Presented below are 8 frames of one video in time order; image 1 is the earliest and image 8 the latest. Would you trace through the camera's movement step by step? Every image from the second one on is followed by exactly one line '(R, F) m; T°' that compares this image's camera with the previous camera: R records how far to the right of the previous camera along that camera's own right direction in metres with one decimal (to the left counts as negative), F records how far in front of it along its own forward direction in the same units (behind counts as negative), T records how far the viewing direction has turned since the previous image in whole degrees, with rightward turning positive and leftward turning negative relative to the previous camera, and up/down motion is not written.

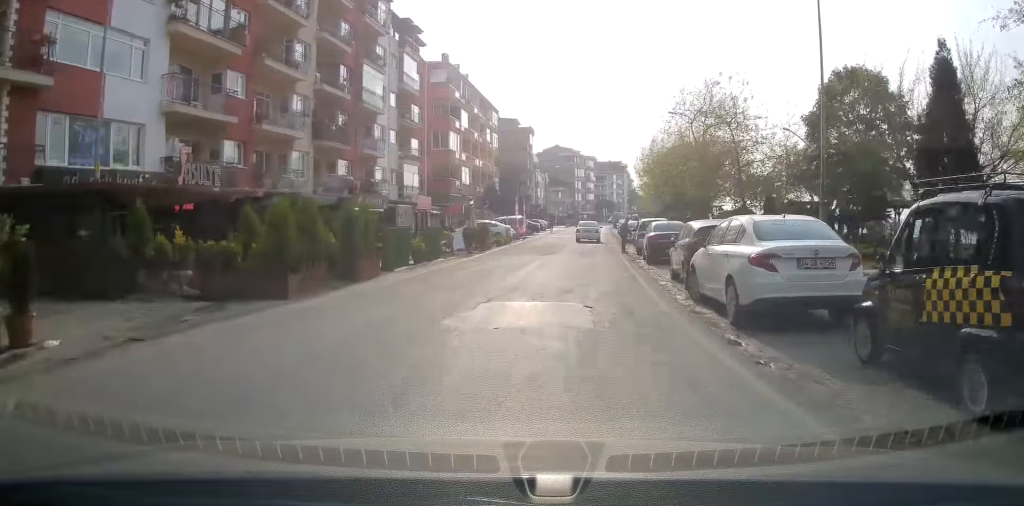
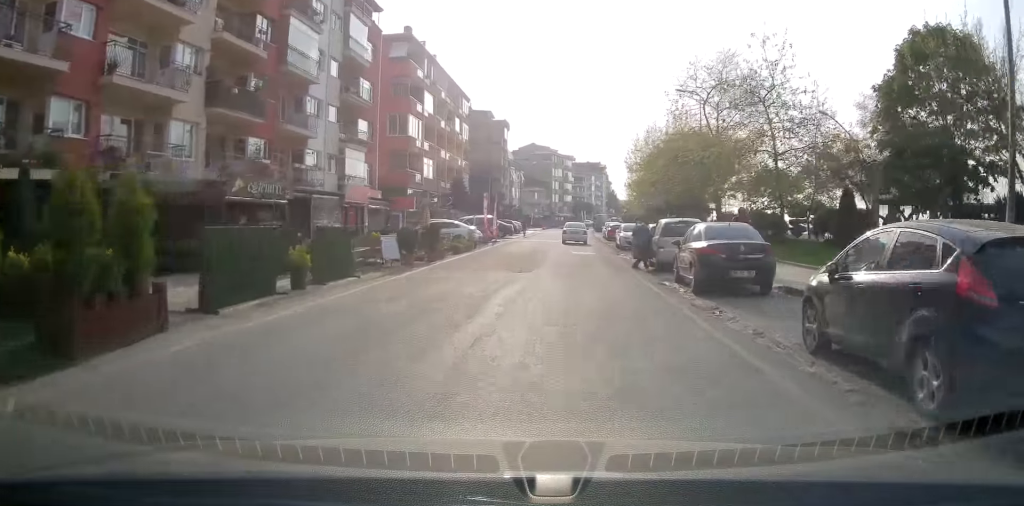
(+0.1, +8.6) m; +1°
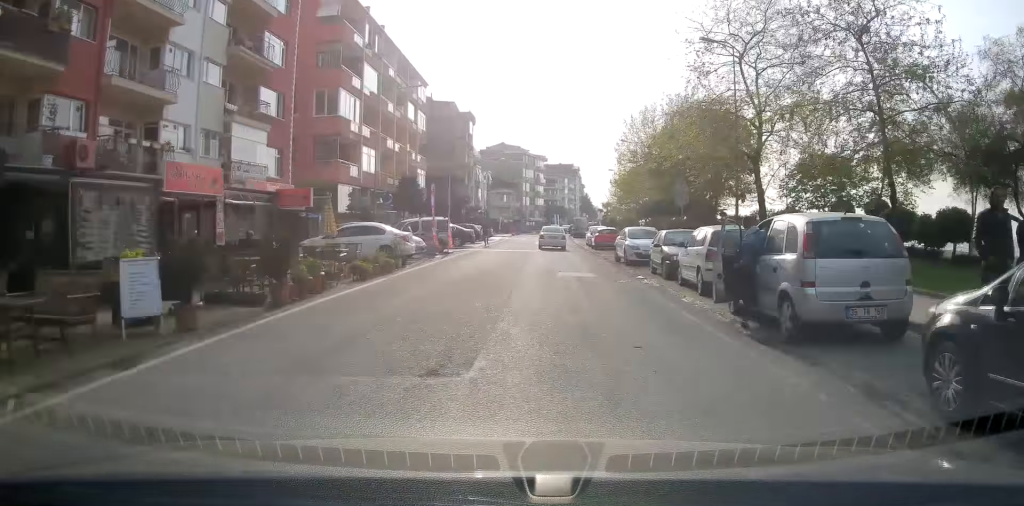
(+0.1, +10.7) m; 0°
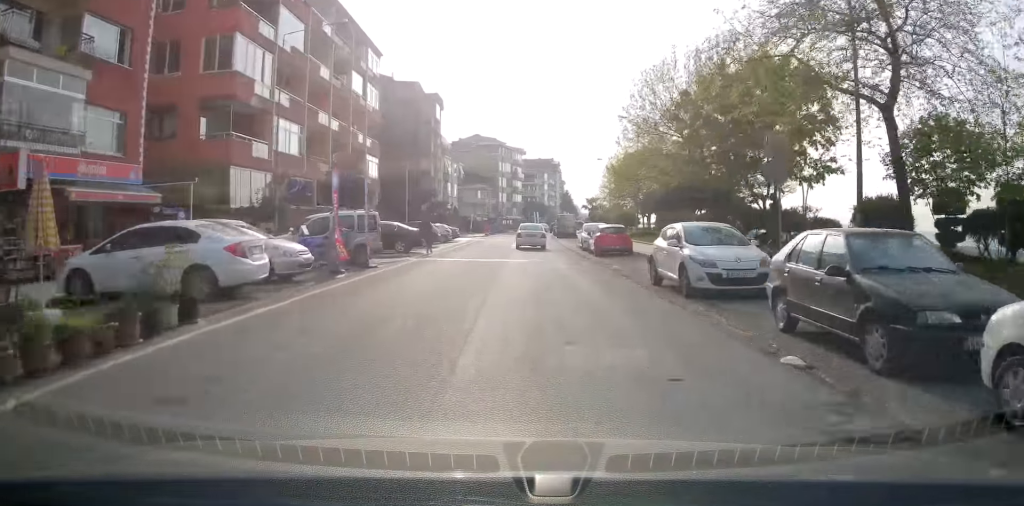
(0.0, +11.2) m; 0°
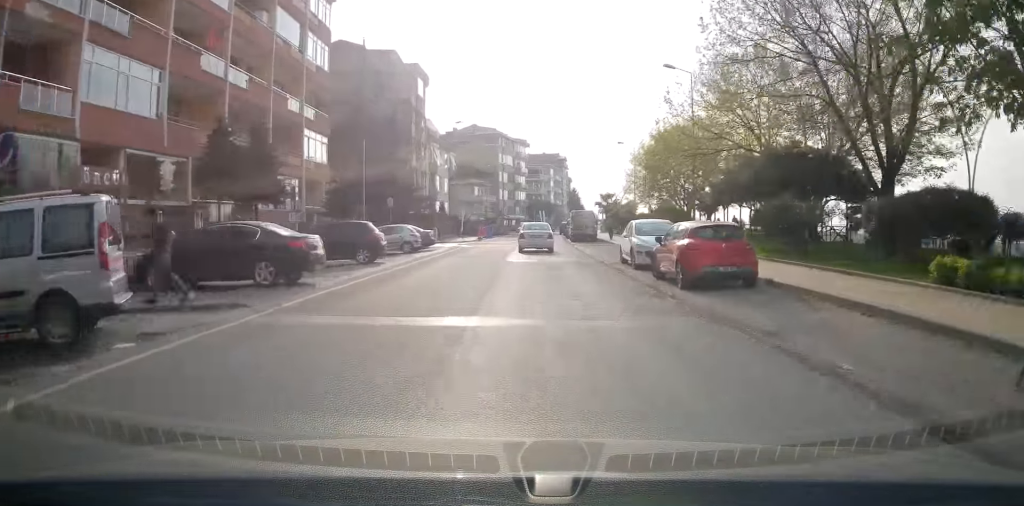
(-0.2, +15.0) m; -1°
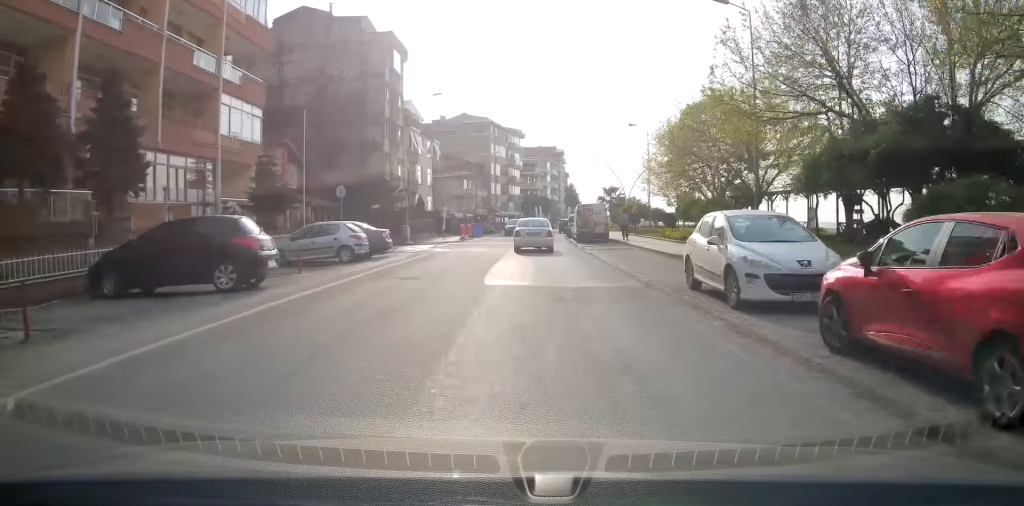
(0.0, +9.9) m; +1°
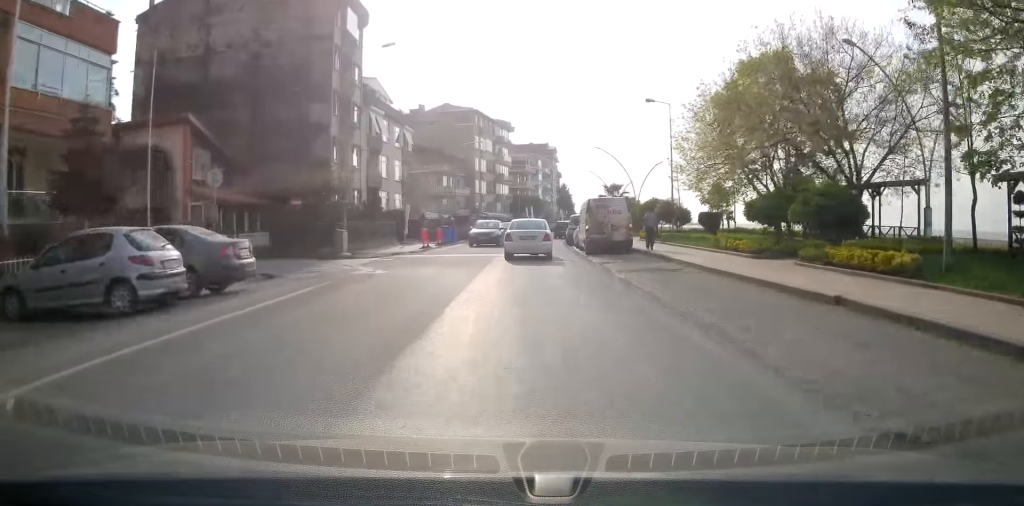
(+0.2, +12.1) m; +2°
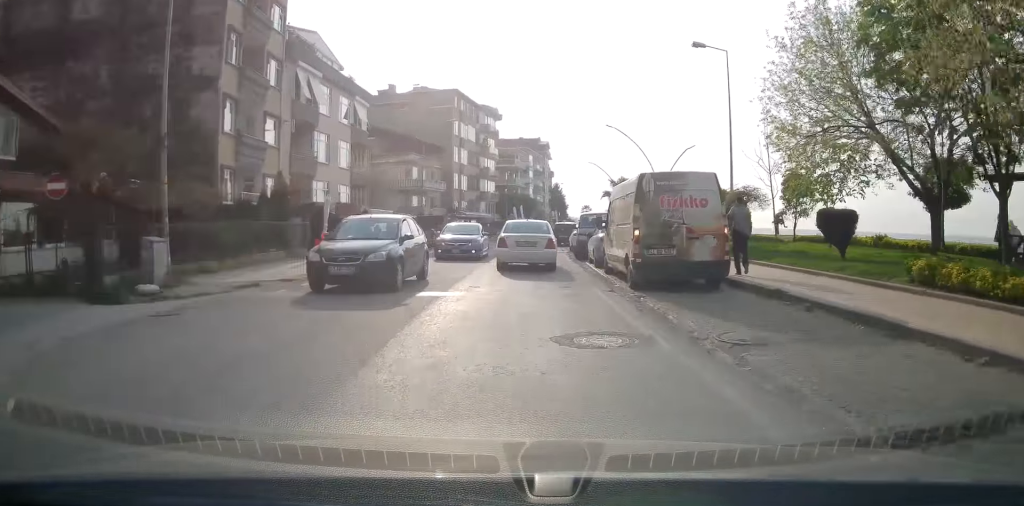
(+0.2, +15.5) m; +2°
